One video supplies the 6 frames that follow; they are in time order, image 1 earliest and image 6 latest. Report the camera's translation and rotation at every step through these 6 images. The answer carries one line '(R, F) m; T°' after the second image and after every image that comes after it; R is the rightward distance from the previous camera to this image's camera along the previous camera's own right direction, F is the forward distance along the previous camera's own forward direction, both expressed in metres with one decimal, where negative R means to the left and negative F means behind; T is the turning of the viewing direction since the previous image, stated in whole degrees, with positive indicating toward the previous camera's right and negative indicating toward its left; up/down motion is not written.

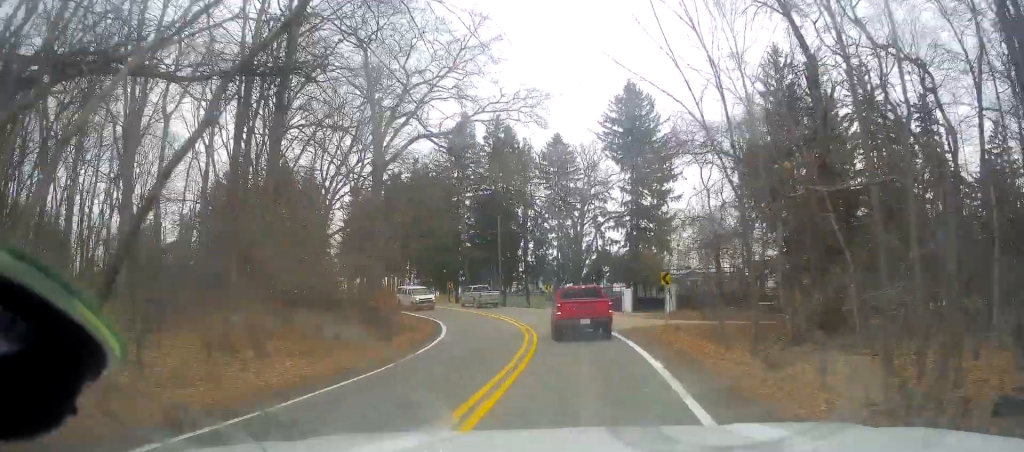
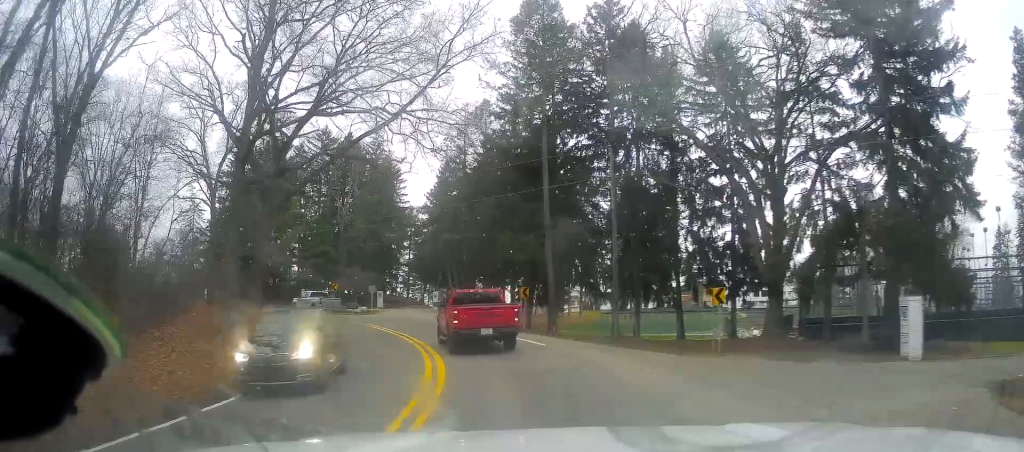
(-2.6, +34.3) m; -13°
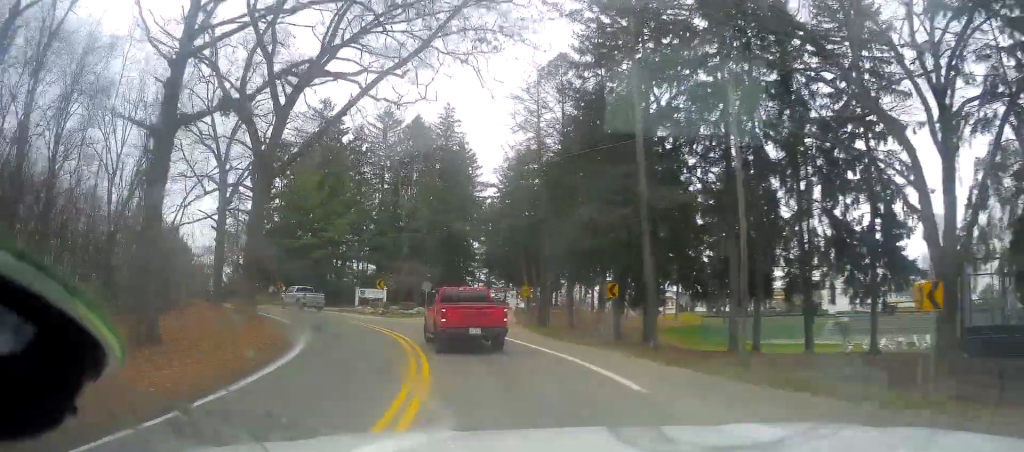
(-0.1, +9.9) m; -7°
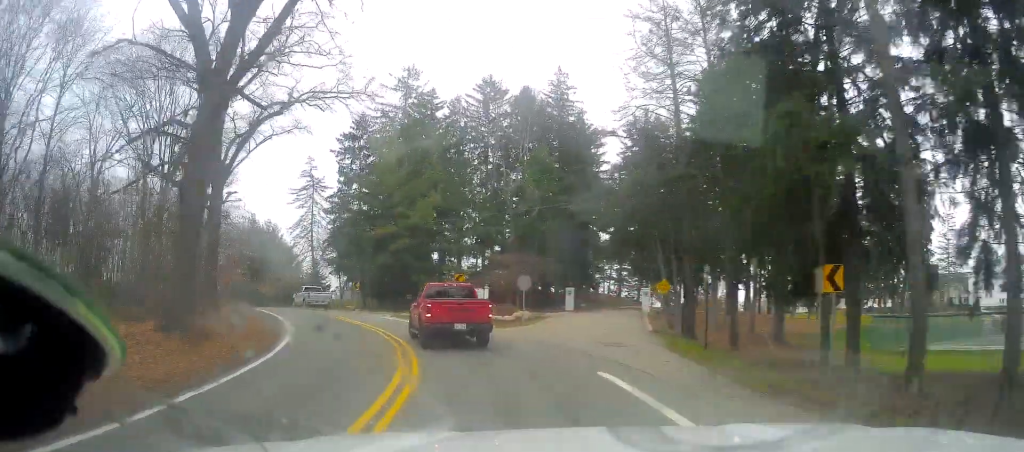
(-1.5, +13.0) m; -14°
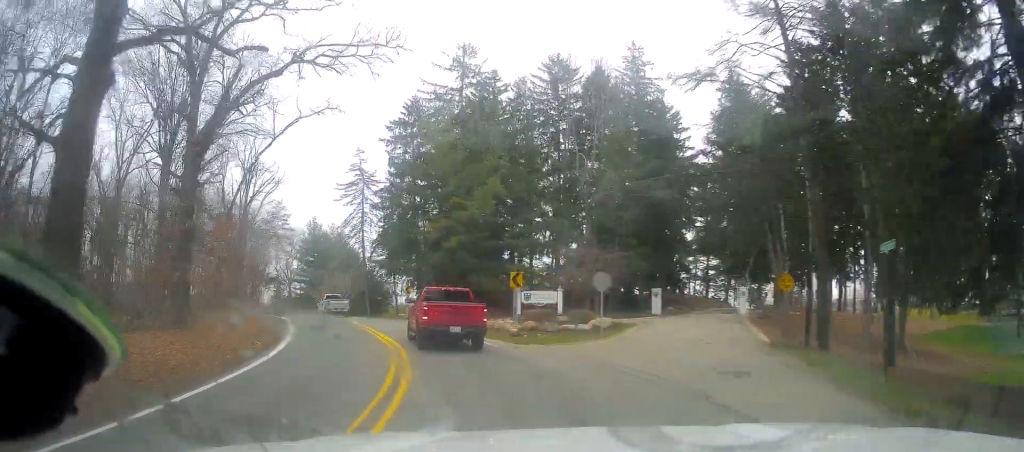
(-0.7, +7.7) m; -7°
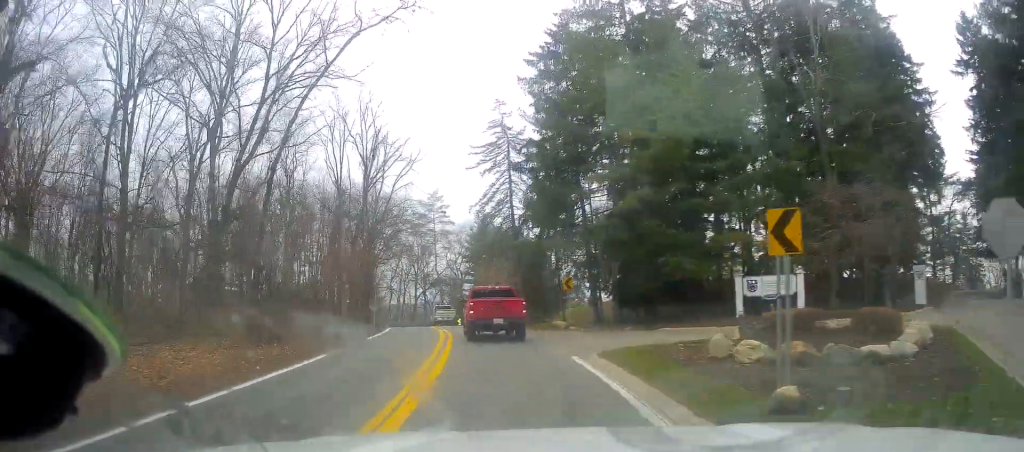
(-2.7, +16.7) m; -21°
